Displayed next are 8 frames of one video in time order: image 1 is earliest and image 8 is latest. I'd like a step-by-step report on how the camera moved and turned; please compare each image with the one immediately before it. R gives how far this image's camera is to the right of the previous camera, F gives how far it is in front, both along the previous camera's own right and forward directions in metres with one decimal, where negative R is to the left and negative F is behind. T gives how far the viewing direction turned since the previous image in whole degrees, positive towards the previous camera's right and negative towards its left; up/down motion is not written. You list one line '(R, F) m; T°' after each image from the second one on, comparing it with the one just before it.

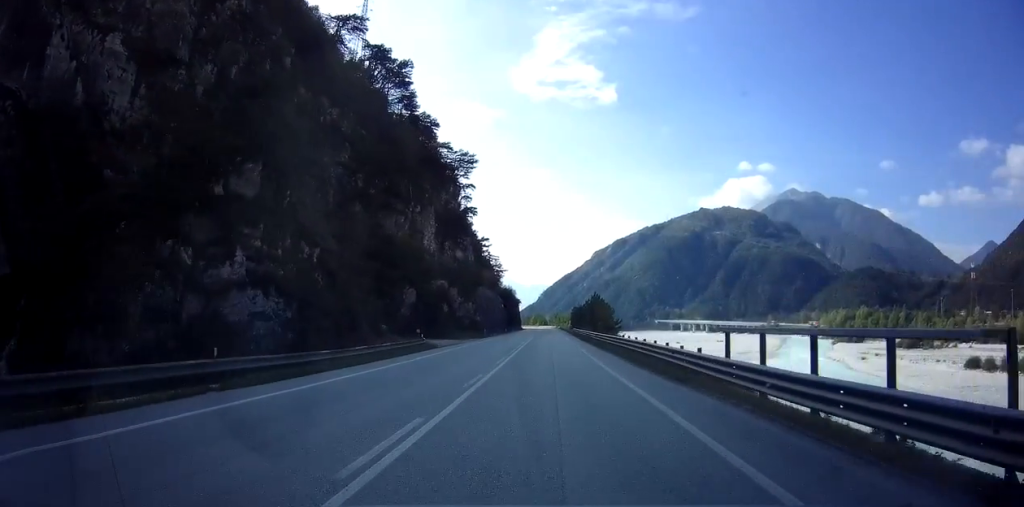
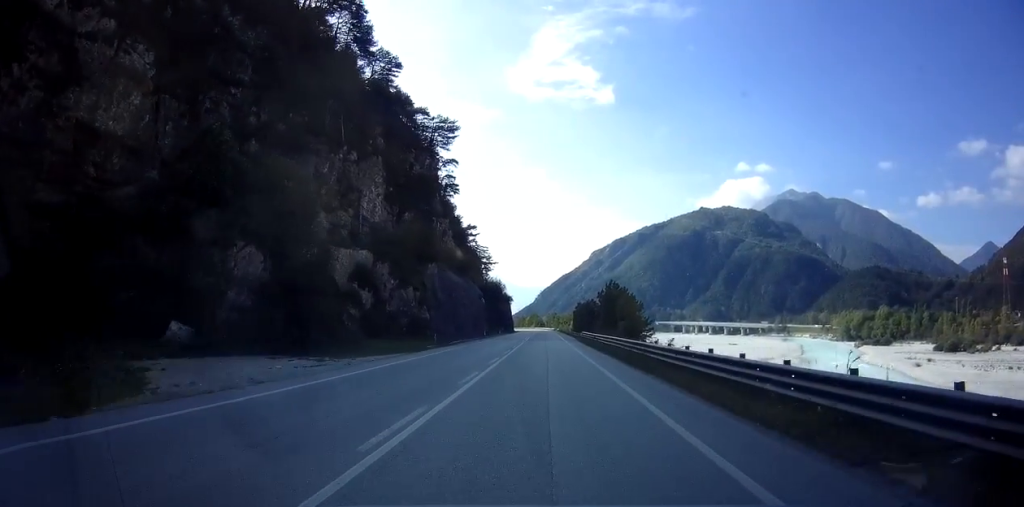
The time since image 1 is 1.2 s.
(-0.1, +28.3) m; 0°
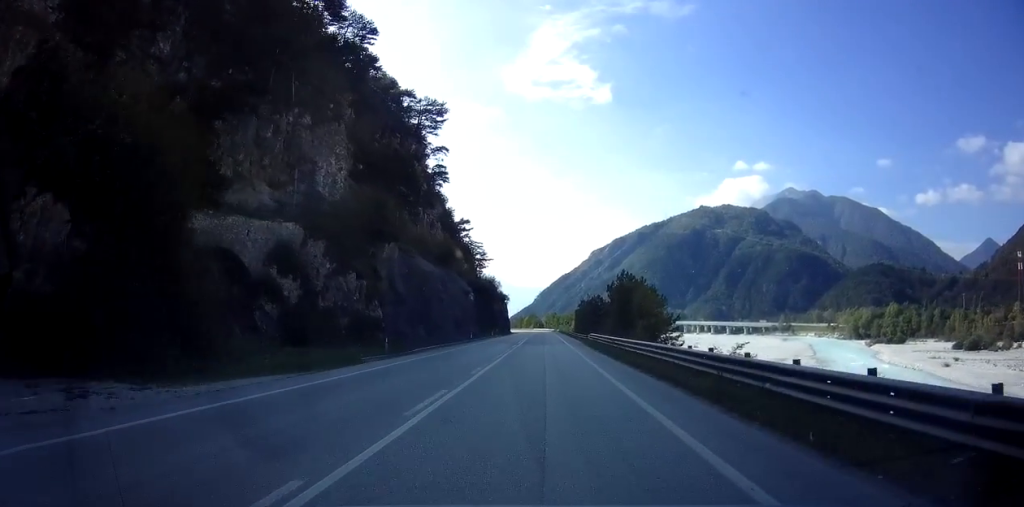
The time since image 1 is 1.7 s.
(0.0, +11.8) m; 0°
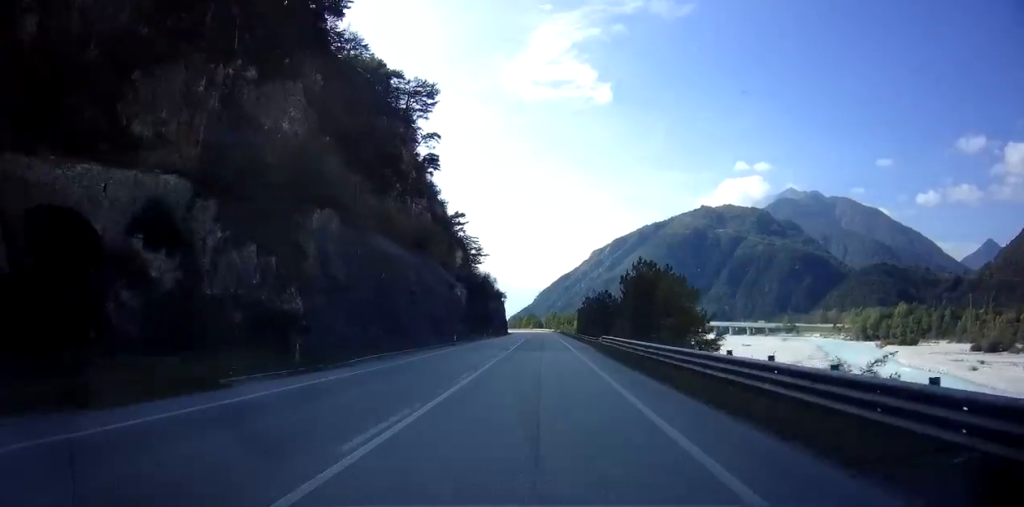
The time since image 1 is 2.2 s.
(0.0, +11.0) m; 0°
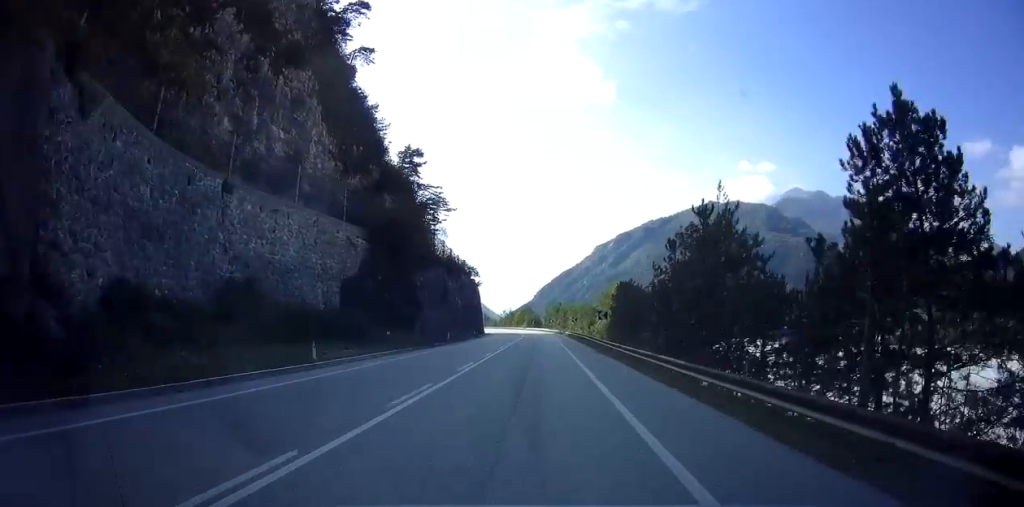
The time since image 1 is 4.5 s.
(-0.1, +55.1) m; 0°
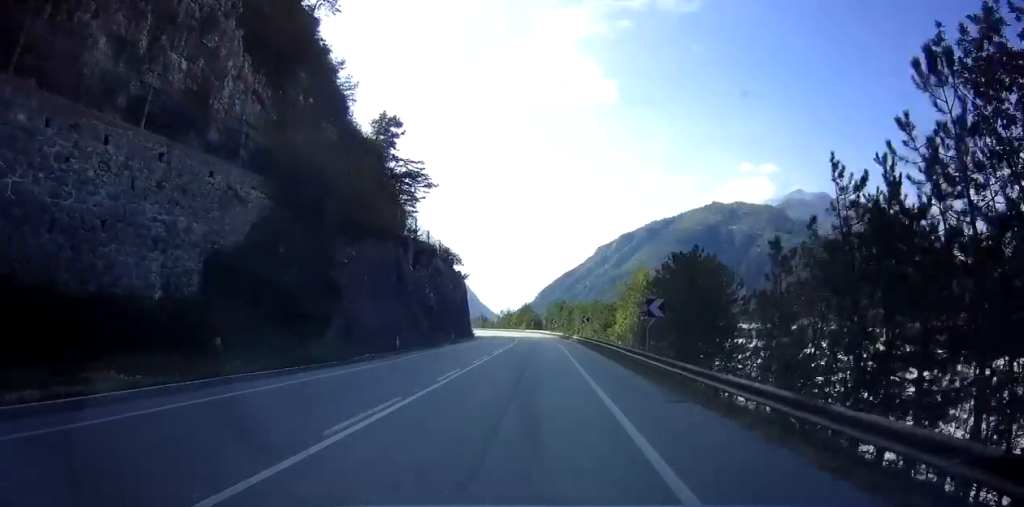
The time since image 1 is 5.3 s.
(0.0, +17.6) m; 0°
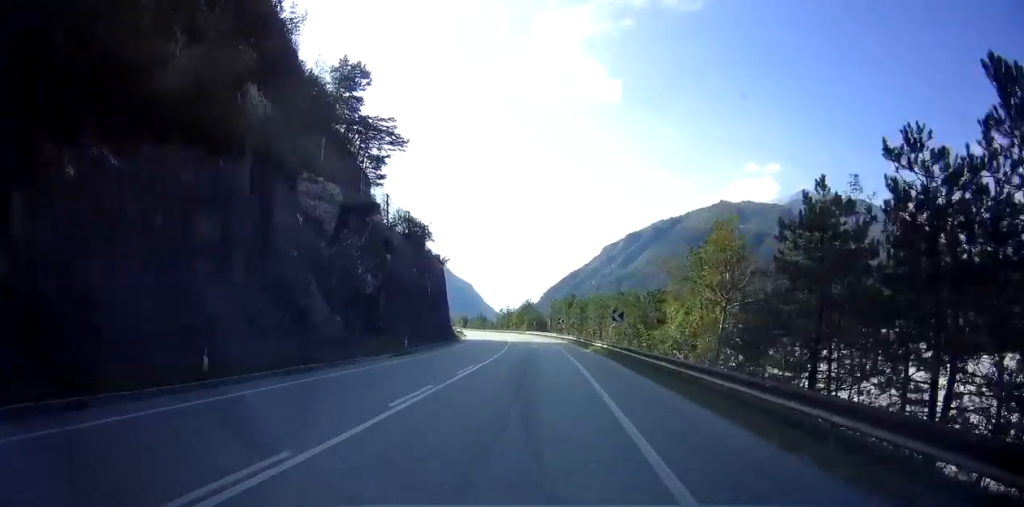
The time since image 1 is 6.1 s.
(-0.1, +19.3) m; -1°
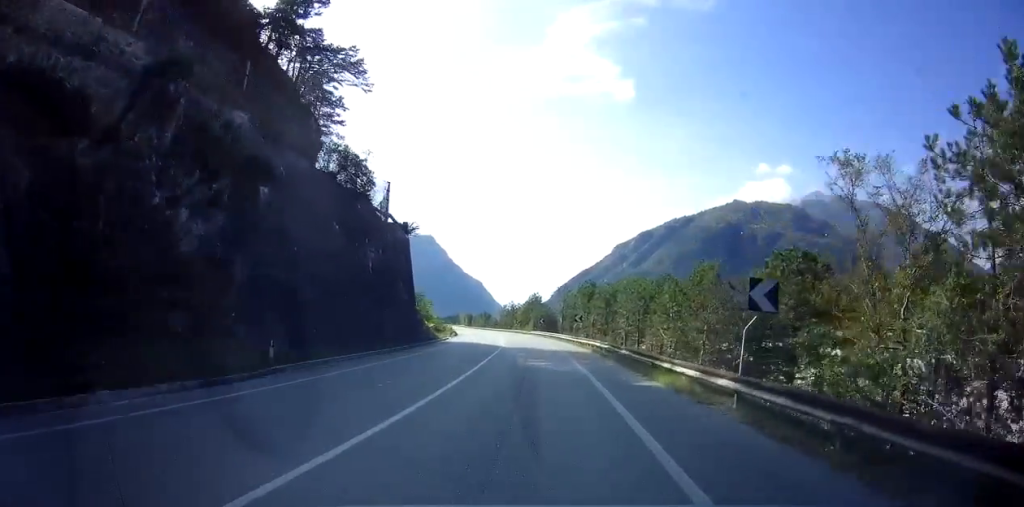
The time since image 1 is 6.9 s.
(-0.2, +18.5) m; -2°
